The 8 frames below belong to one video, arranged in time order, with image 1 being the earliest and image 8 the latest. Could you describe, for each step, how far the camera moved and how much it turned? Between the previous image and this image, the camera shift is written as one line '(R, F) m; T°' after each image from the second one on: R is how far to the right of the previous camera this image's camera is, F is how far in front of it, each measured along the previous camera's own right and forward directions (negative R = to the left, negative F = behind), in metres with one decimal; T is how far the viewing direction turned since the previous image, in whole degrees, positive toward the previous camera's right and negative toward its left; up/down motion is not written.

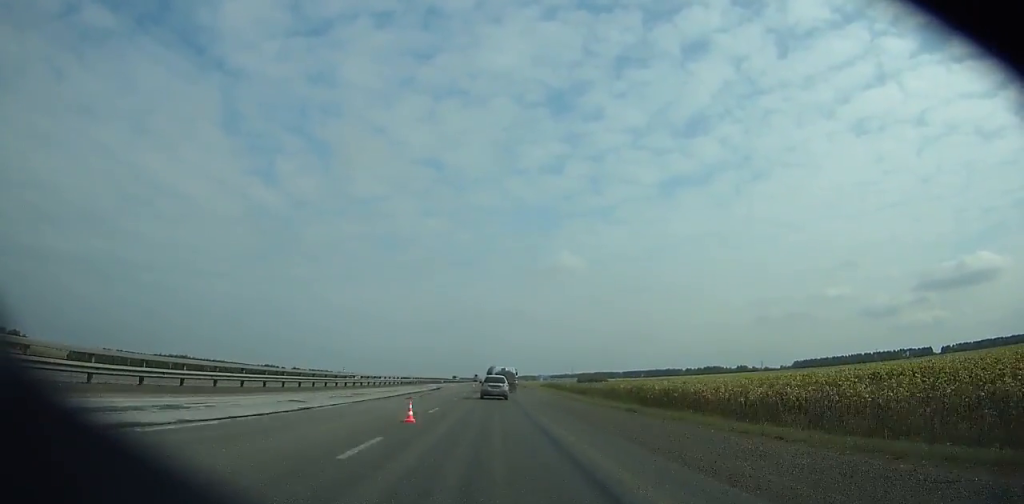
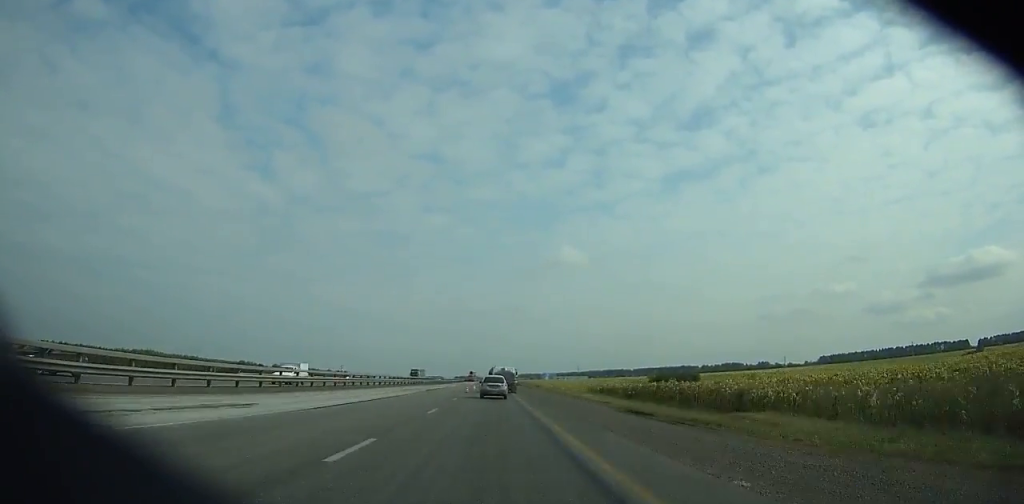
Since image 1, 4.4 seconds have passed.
(-0.5, +80.7) m; -1°
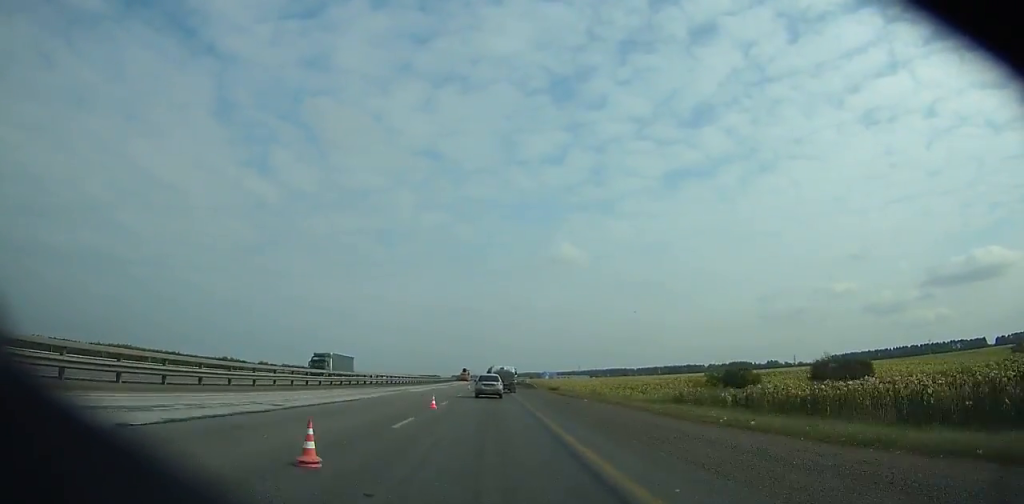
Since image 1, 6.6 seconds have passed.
(-0.7, +41.4) m; +1°
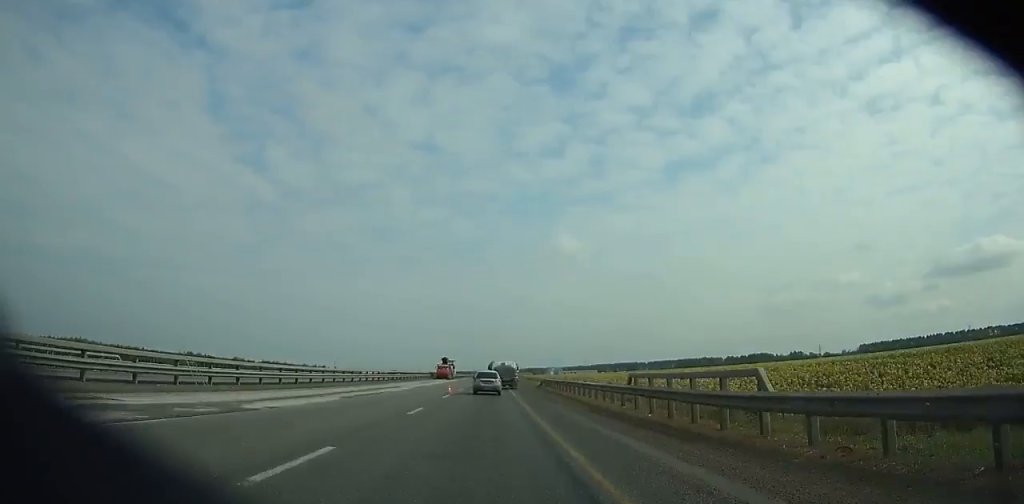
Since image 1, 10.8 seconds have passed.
(+2.2, +81.1) m; +1°
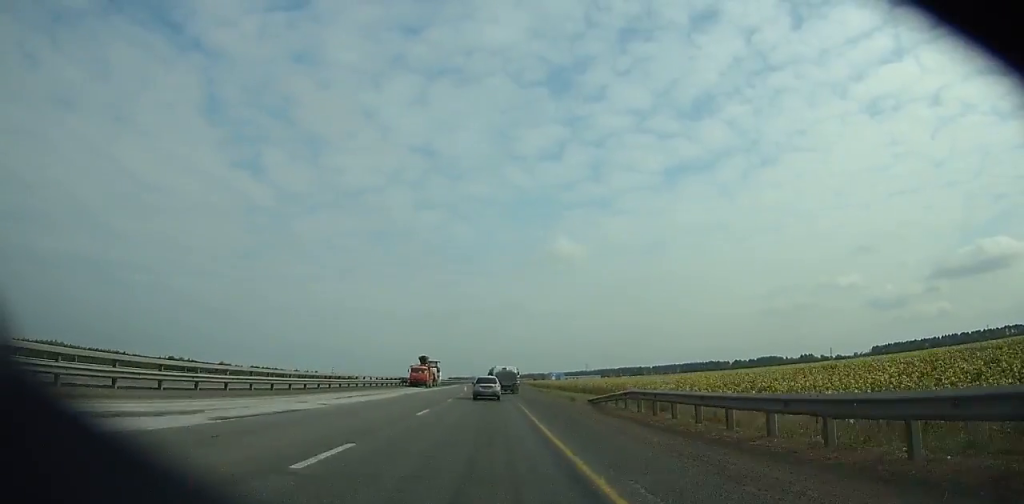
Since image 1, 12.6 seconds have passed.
(-0.2, +35.0) m; 0°
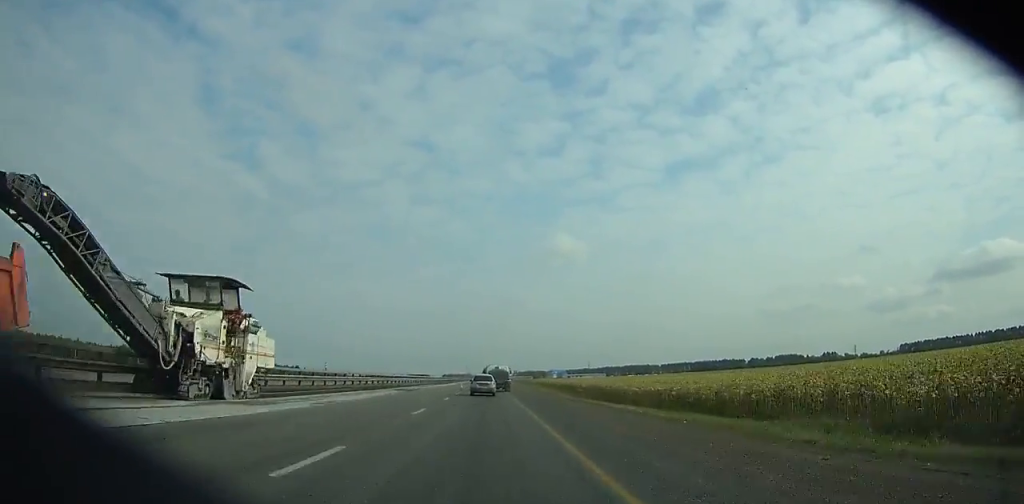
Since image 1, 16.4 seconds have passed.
(-0.3, +73.7) m; 0°
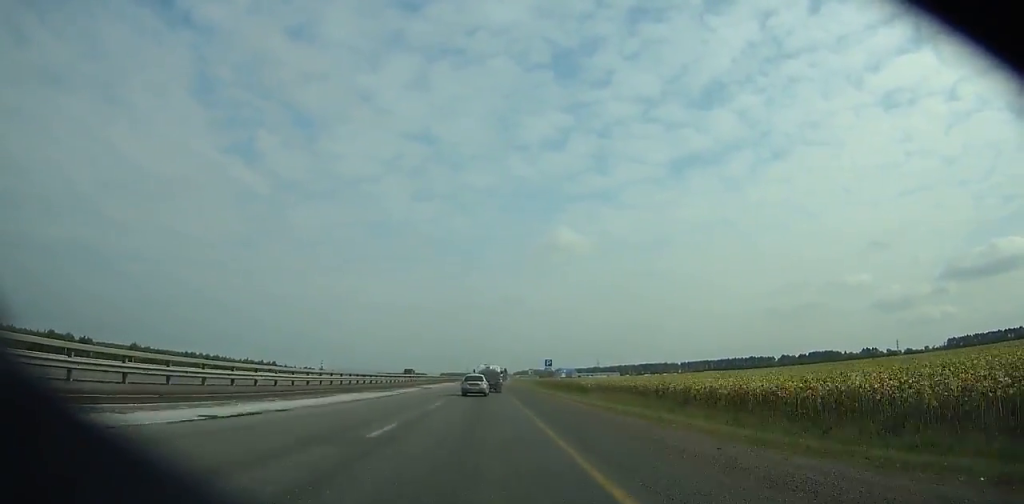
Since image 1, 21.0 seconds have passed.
(-0.2, +89.1) m; 0°
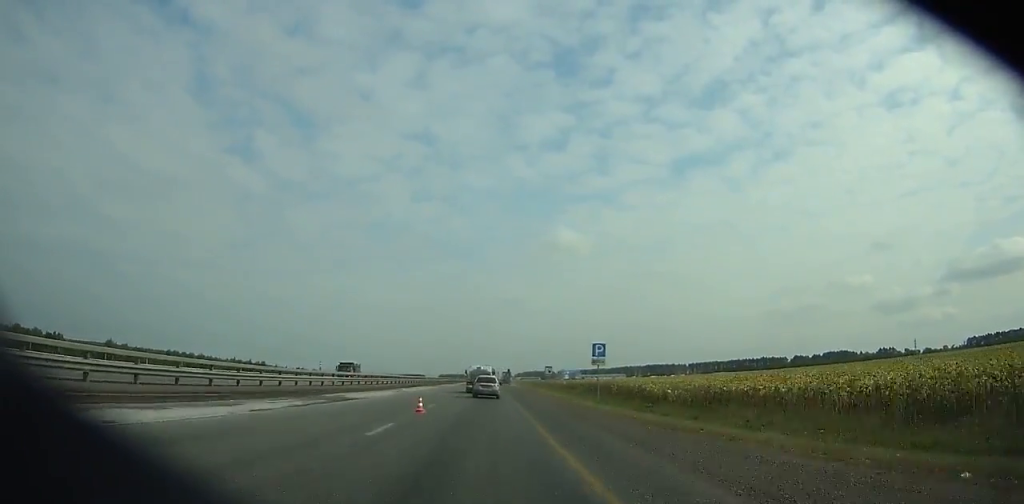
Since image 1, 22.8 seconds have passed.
(0.0, +34.6) m; 0°
